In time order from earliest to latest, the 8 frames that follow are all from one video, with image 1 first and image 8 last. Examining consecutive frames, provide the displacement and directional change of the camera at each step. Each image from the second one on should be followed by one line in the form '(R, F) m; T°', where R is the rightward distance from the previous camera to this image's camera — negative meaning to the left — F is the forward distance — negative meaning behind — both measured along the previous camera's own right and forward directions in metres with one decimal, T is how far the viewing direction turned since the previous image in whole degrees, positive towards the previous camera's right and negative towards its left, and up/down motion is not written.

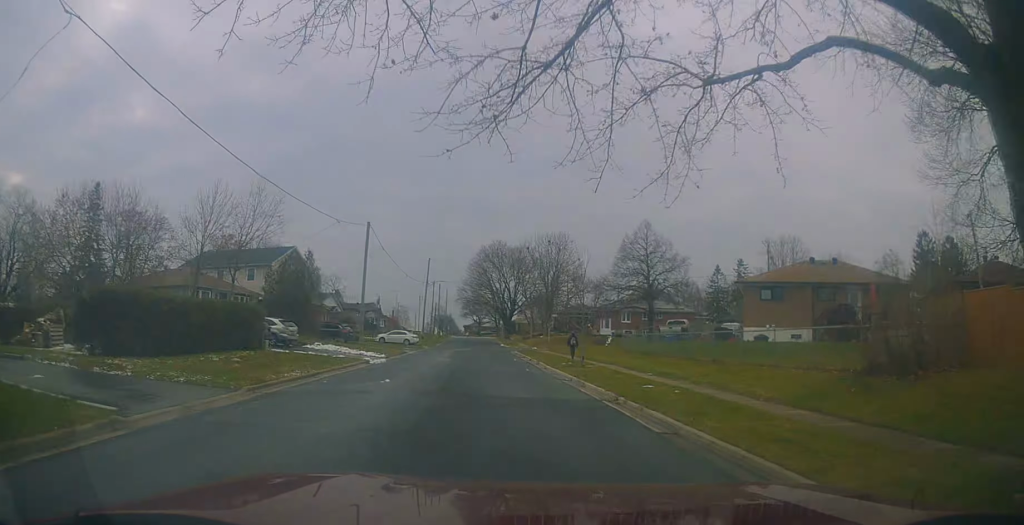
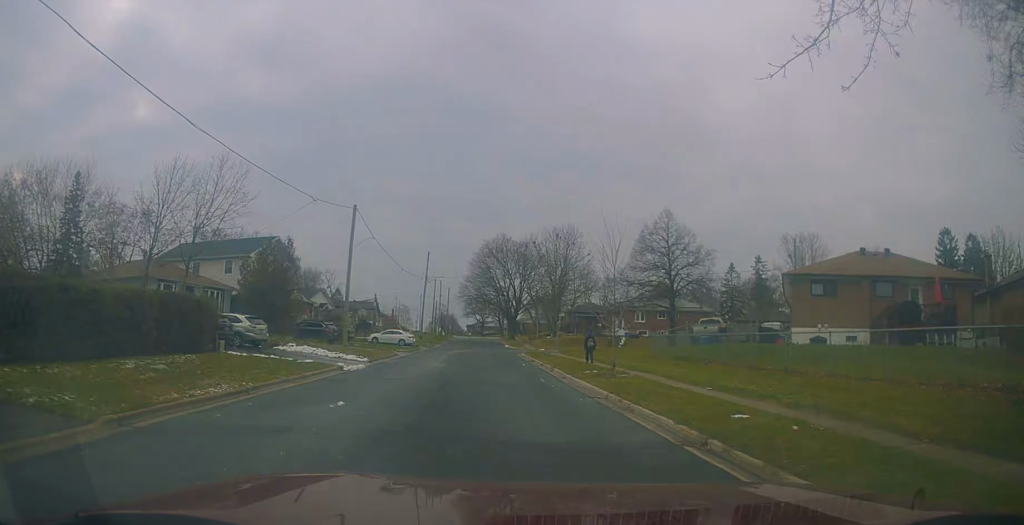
(0.0, +5.7) m; -2°
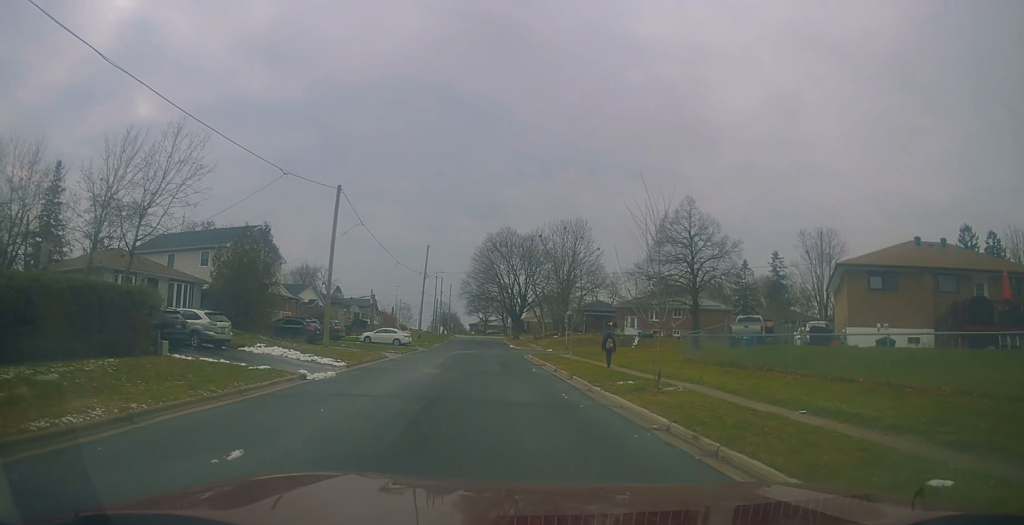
(-0.2, +5.1) m; -2°
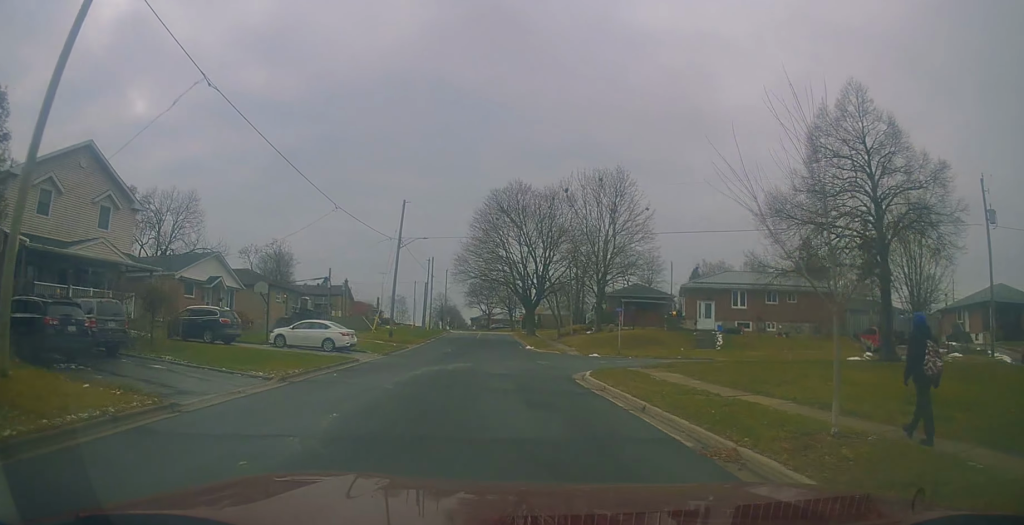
(-0.1, +23.0) m; +2°
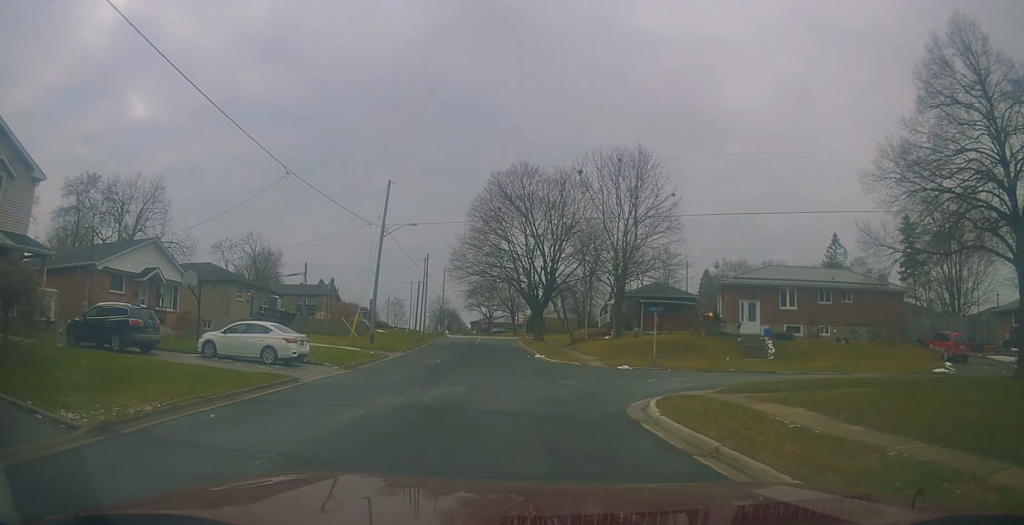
(+0.2, +8.1) m; 0°
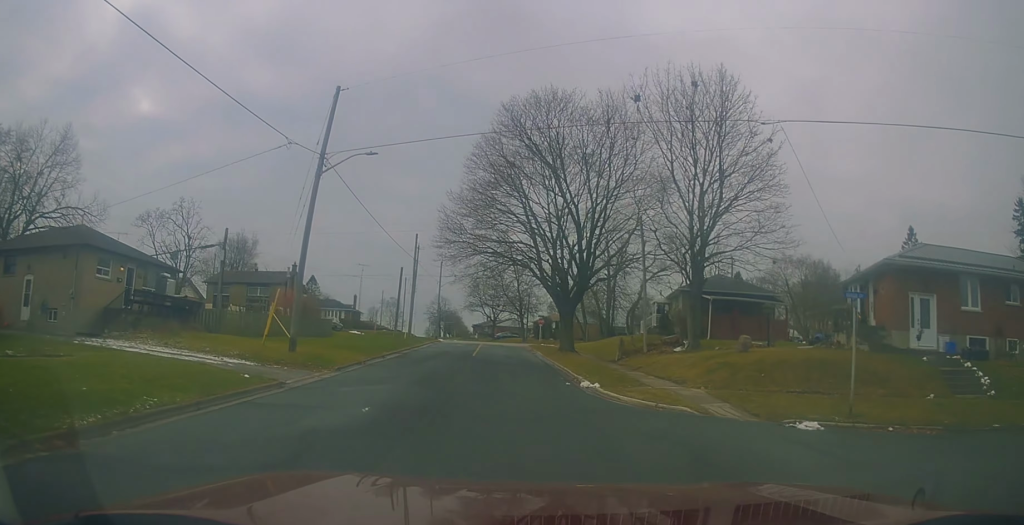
(-0.5, +17.8) m; -1°
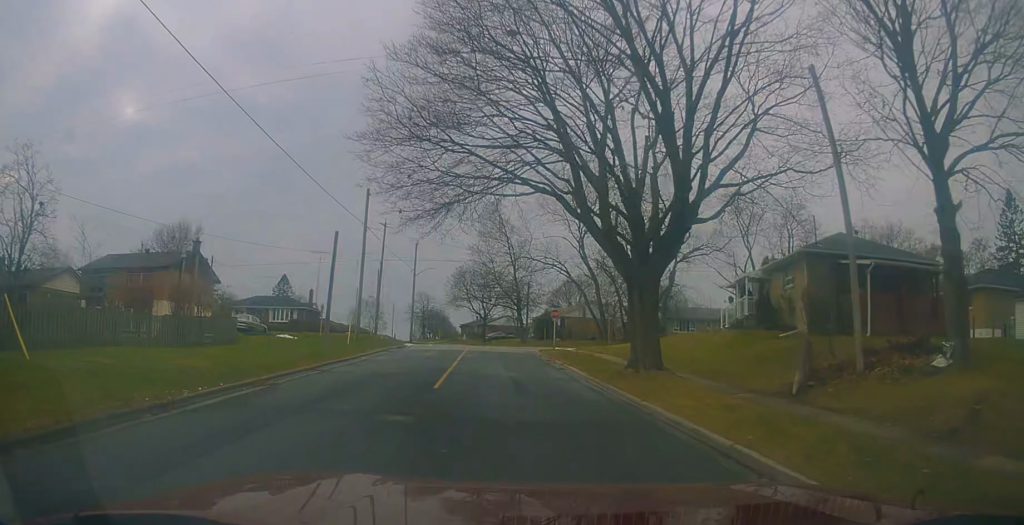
(+0.7, +19.7) m; +4°
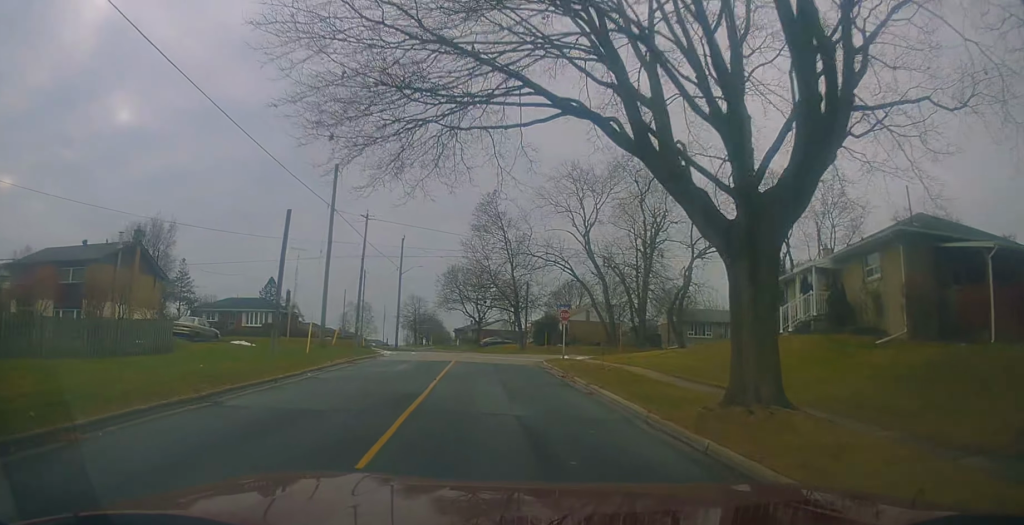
(+0.2, +7.5) m; +1°
